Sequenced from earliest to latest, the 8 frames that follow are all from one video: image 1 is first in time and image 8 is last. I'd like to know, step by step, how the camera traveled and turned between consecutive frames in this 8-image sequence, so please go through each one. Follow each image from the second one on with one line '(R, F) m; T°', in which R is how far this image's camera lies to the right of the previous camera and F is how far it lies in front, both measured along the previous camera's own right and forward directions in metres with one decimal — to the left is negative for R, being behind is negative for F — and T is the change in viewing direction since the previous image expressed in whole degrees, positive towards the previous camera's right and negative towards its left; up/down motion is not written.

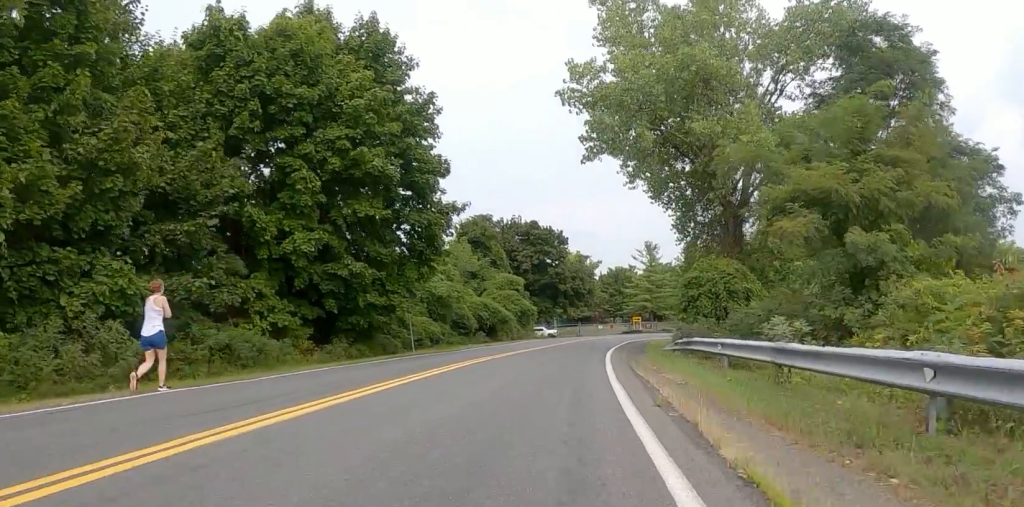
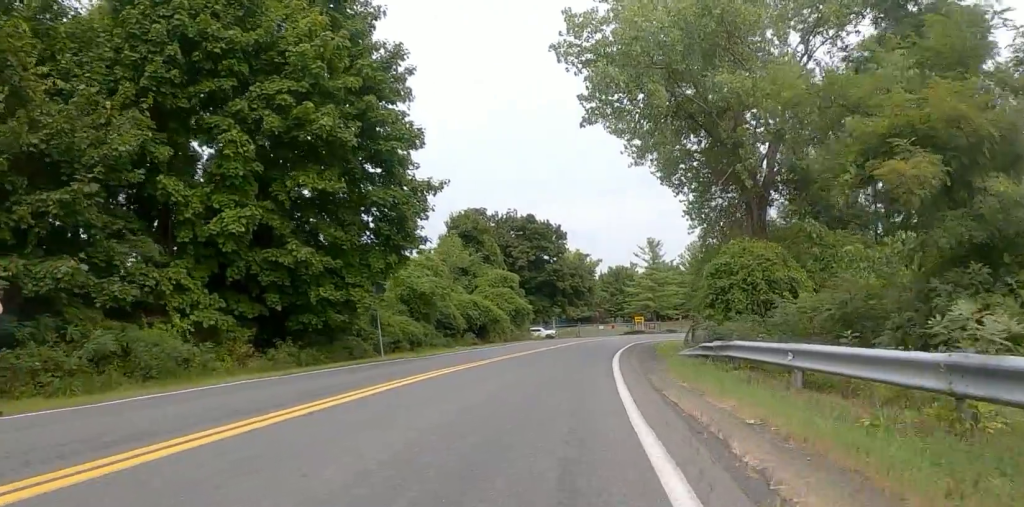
(0.0, +4.0) m; +3°
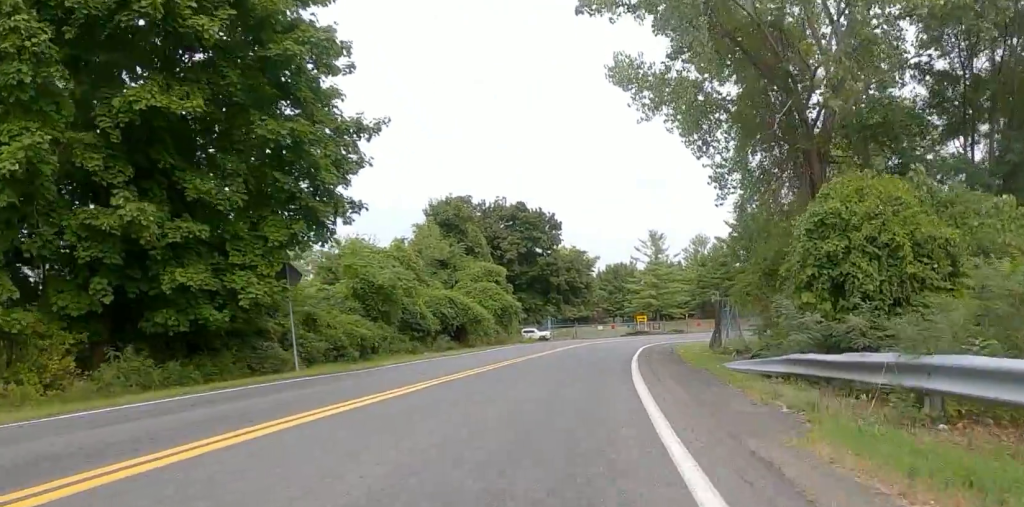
(+0.5, +6.7) m; +5°
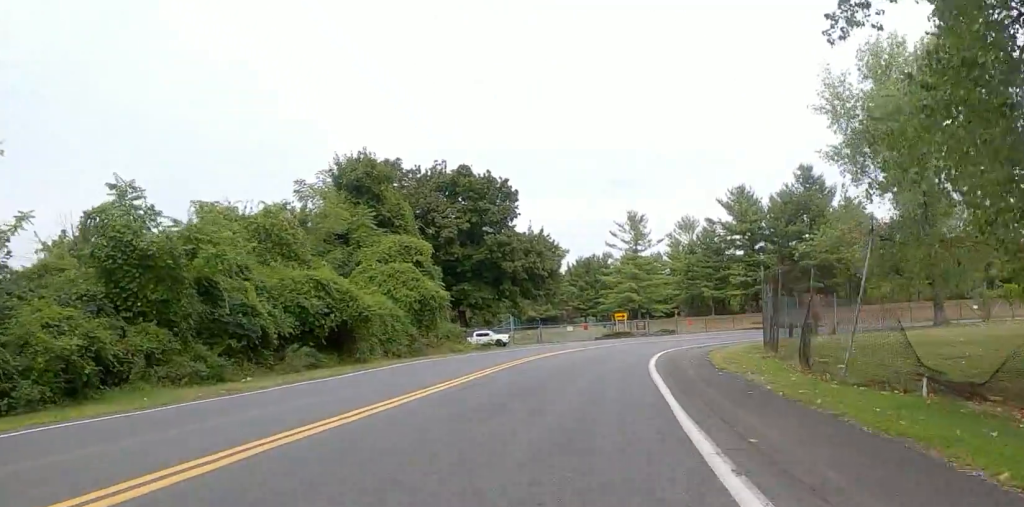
(0.0, +13.8) m; 0°
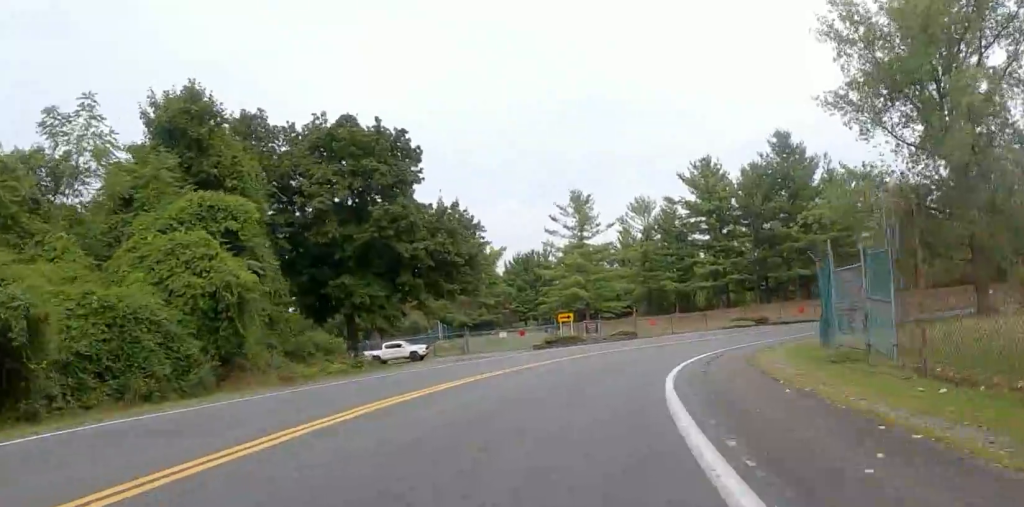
(+0.2, +12.1) m; +4°
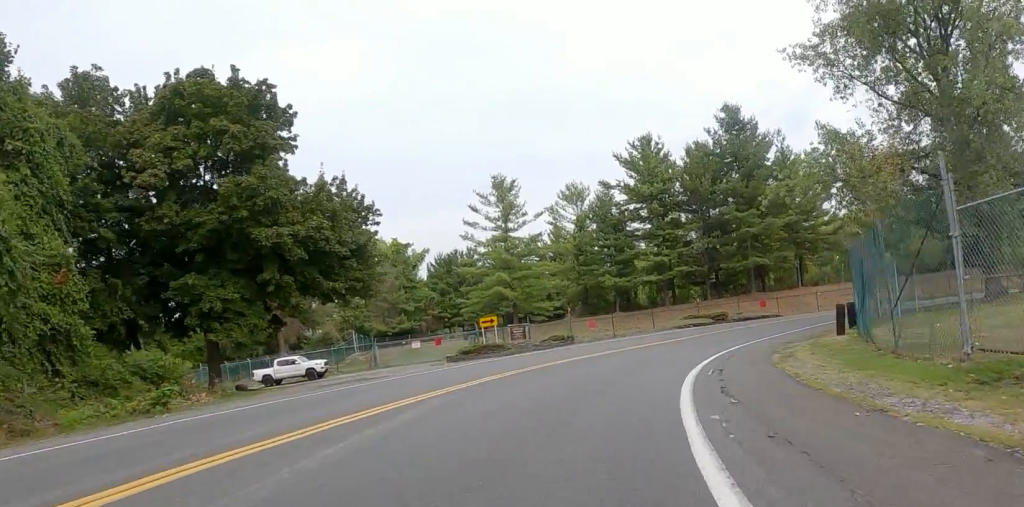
(+0.4, +7.1) m; +4°
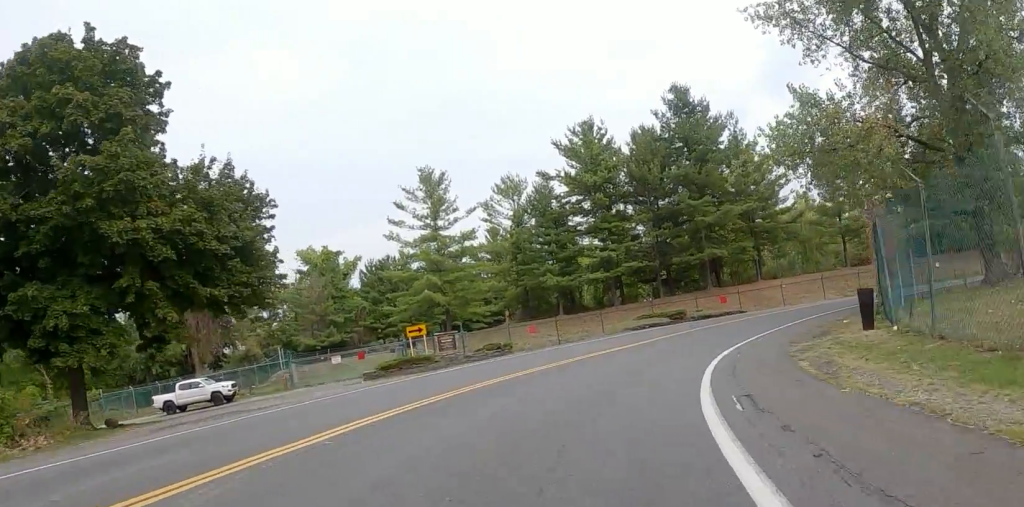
(0.0, +4.6) m; +5°
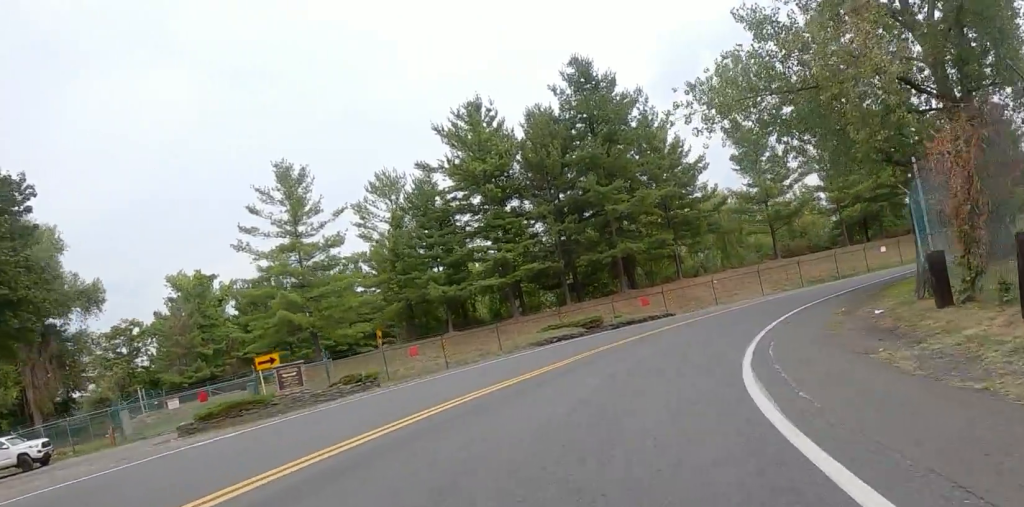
(+0.6, +6.8) m; +12°
